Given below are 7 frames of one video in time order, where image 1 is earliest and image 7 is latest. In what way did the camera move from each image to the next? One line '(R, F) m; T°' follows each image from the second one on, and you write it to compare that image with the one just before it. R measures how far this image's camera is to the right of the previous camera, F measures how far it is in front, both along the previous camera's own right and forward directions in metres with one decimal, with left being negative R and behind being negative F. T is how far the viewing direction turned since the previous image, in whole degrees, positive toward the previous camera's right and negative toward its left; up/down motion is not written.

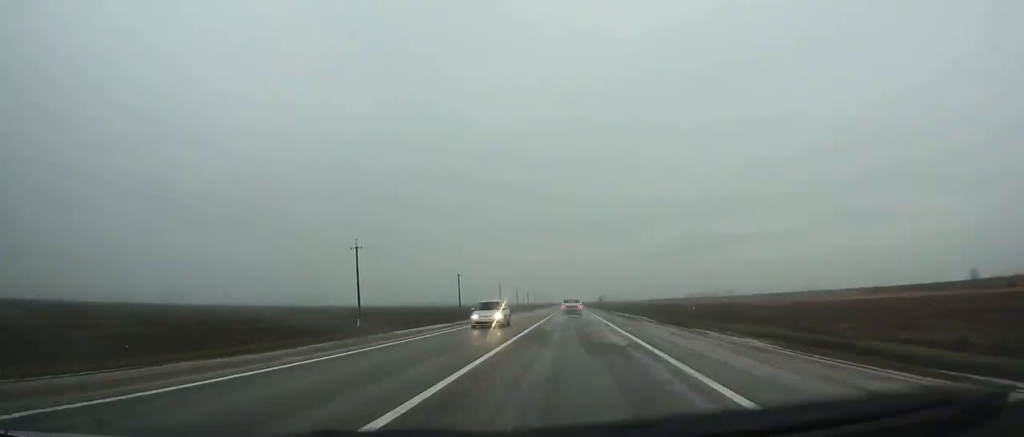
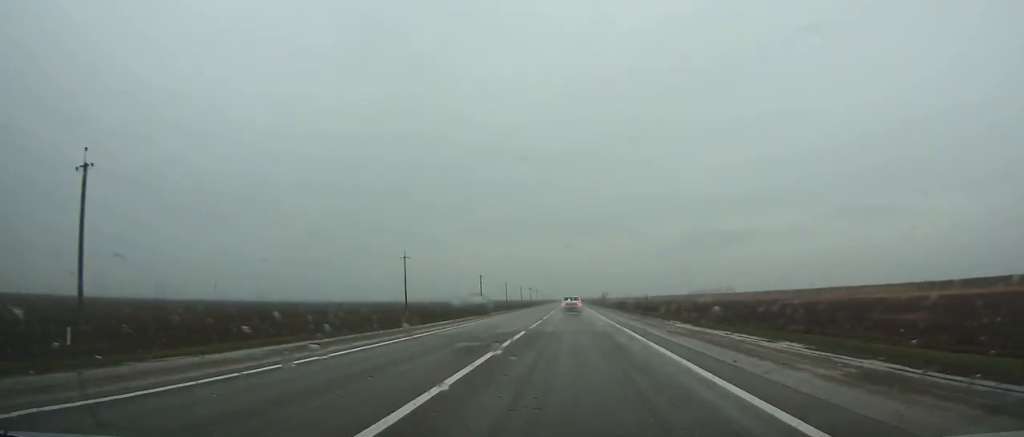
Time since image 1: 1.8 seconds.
(0.0, +39.0) m; 0°
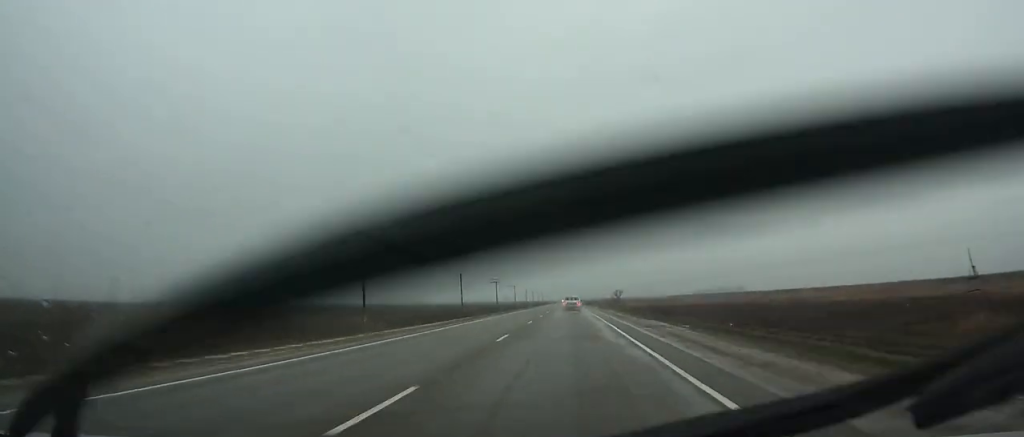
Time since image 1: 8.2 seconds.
(+0.3, +139.3) m; 0°
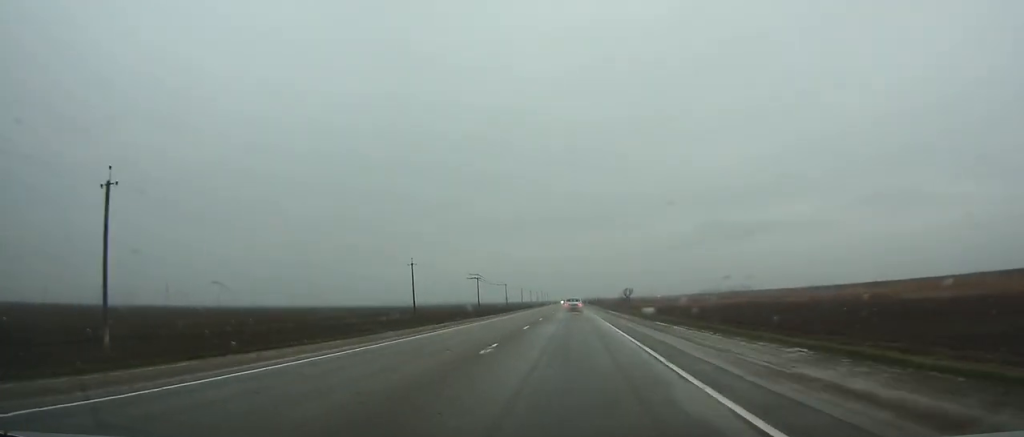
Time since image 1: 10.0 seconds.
(-0.1, +39.5) m; 0°
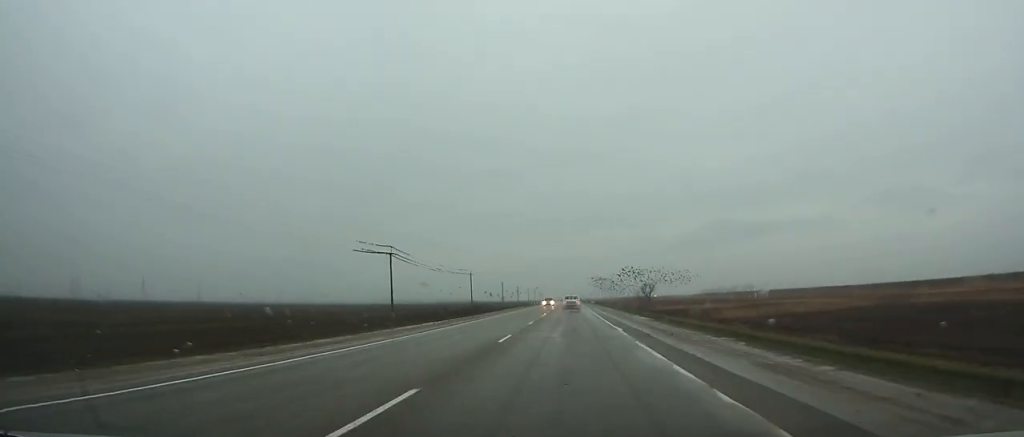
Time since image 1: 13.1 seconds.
(+0.1, +68.2) m; 0°
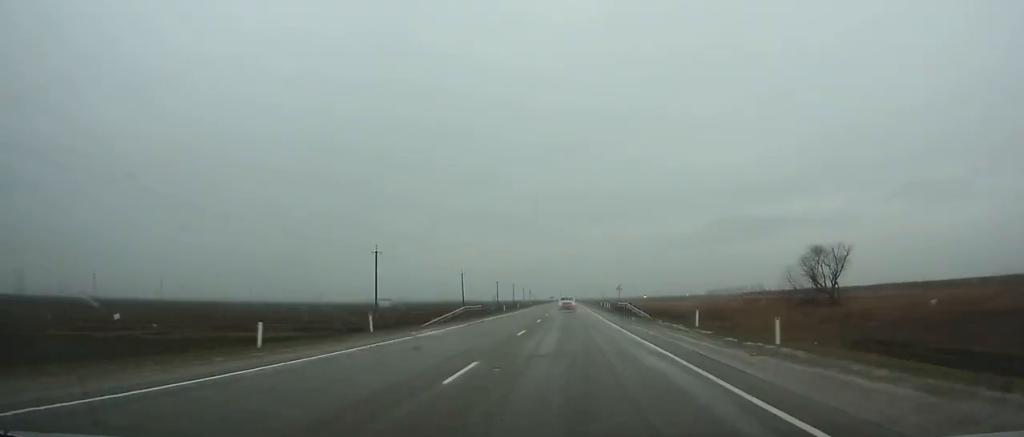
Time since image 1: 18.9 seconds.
(+0.3, +128.3) m; 0°
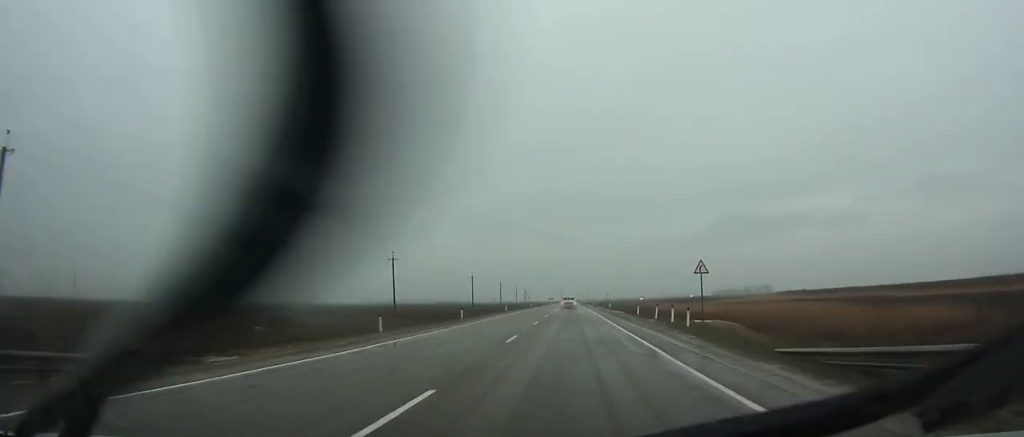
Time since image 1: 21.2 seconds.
(-0.1, +50.9) m; 0°
